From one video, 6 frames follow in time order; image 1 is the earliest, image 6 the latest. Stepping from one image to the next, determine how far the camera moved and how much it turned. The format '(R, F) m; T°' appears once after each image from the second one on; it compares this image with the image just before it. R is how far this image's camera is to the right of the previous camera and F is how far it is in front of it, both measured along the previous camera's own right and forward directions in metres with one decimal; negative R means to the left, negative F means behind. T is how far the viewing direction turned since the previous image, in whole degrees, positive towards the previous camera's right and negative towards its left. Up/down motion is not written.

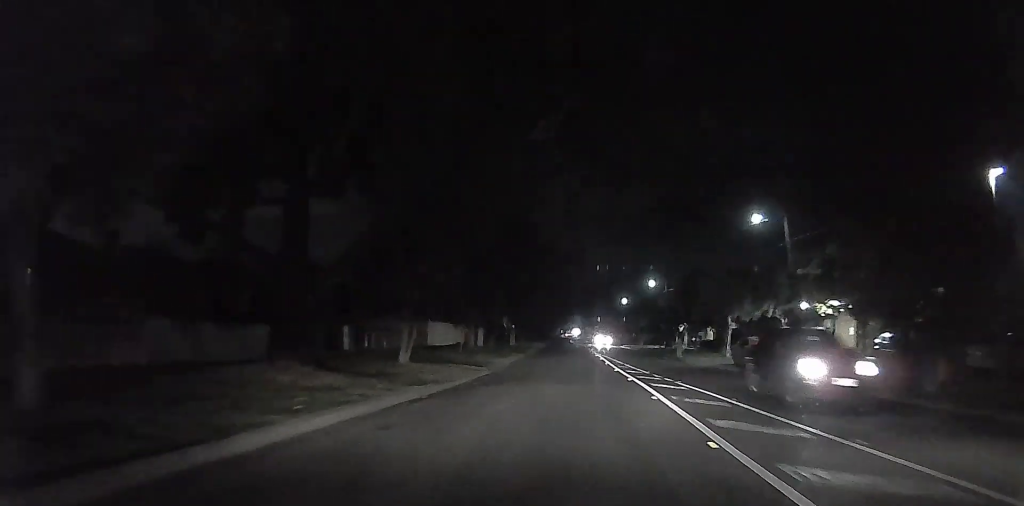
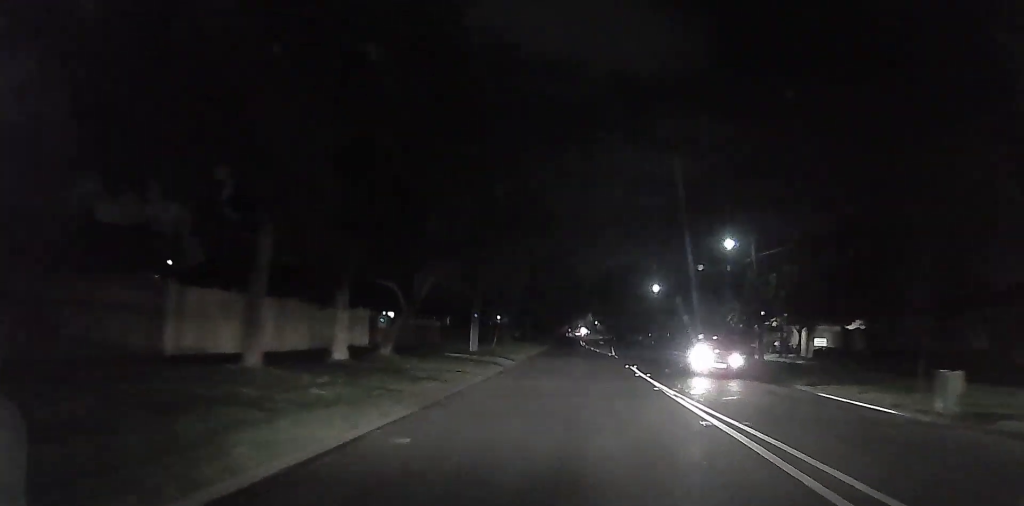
(0.0, +33.8) m; 0°
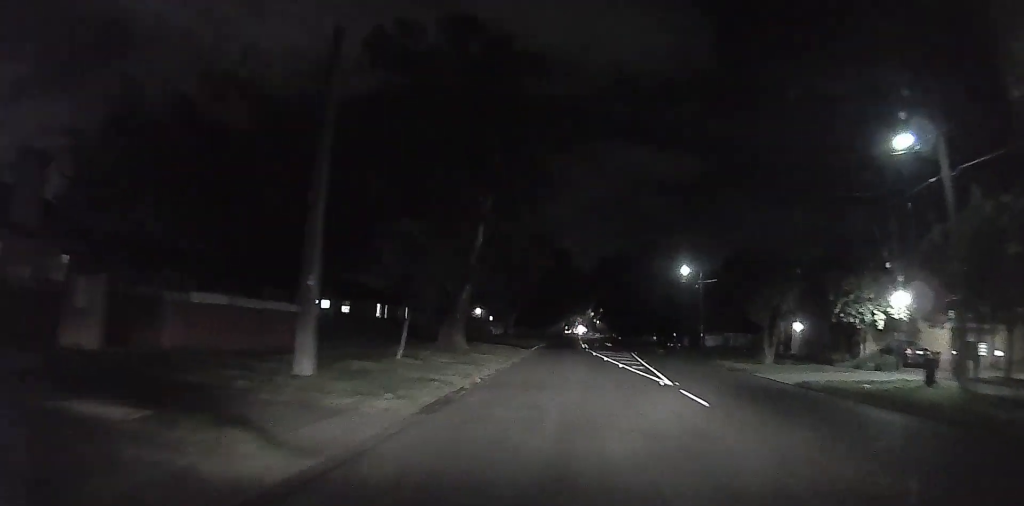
(0.0, +24.4) m; -1°
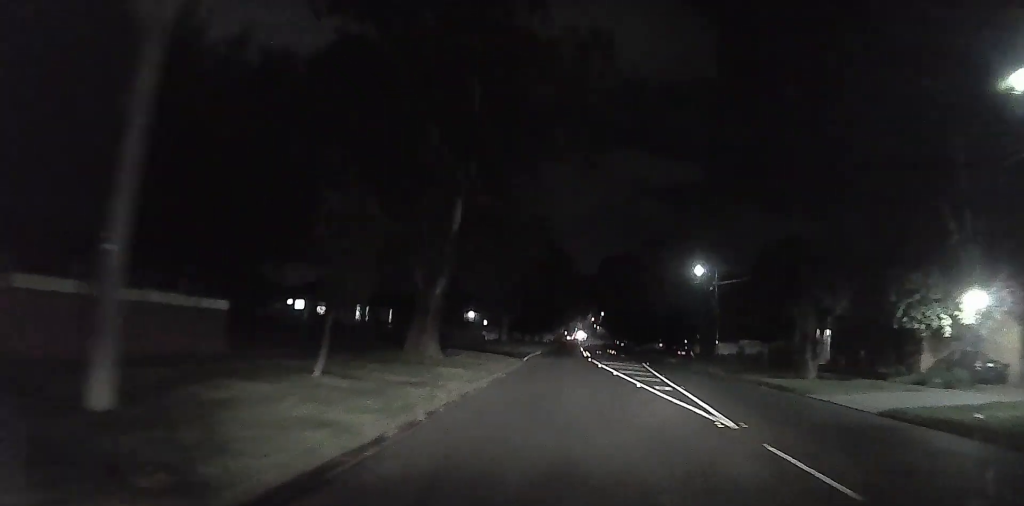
(-0.1, +6.8) m; -1°
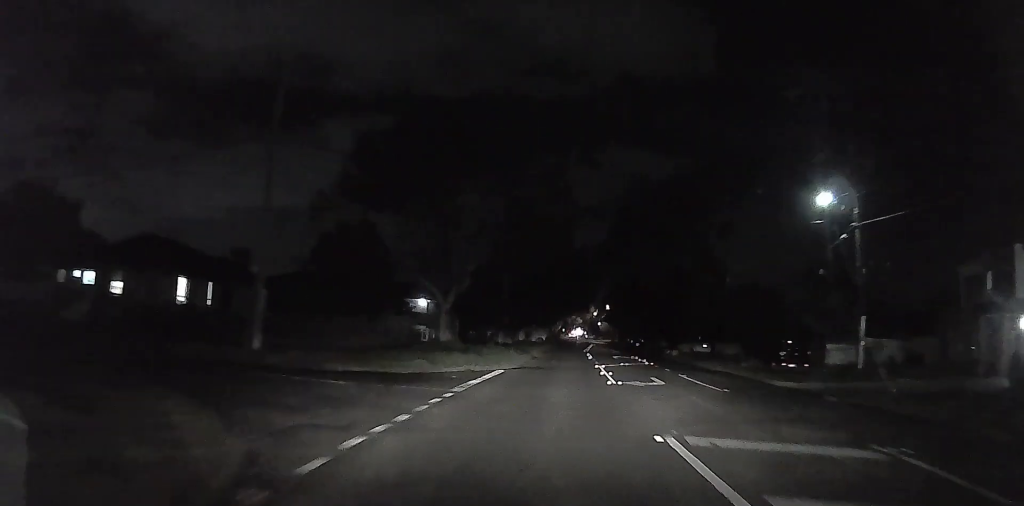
(-0.4, +29.6) m; -1°
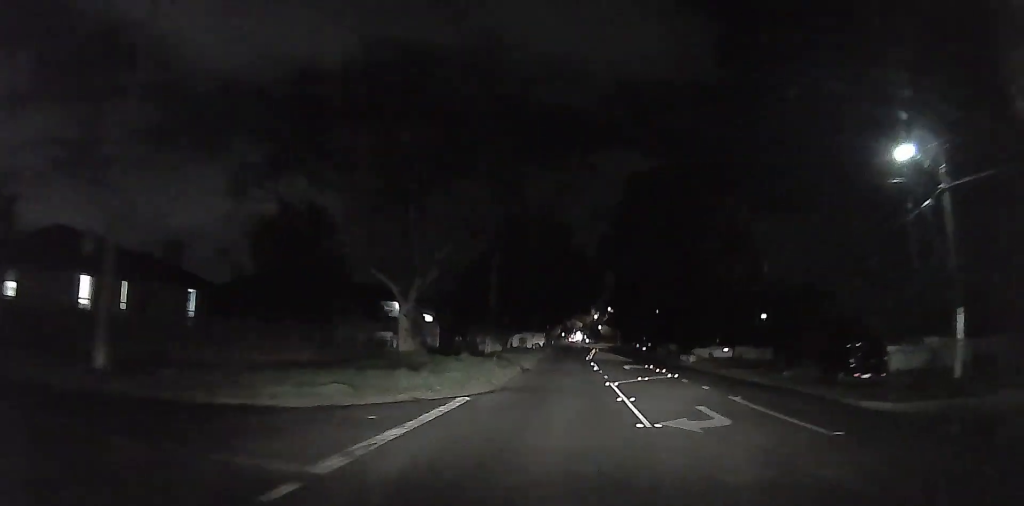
(0.0, +8.1) m; 0°
